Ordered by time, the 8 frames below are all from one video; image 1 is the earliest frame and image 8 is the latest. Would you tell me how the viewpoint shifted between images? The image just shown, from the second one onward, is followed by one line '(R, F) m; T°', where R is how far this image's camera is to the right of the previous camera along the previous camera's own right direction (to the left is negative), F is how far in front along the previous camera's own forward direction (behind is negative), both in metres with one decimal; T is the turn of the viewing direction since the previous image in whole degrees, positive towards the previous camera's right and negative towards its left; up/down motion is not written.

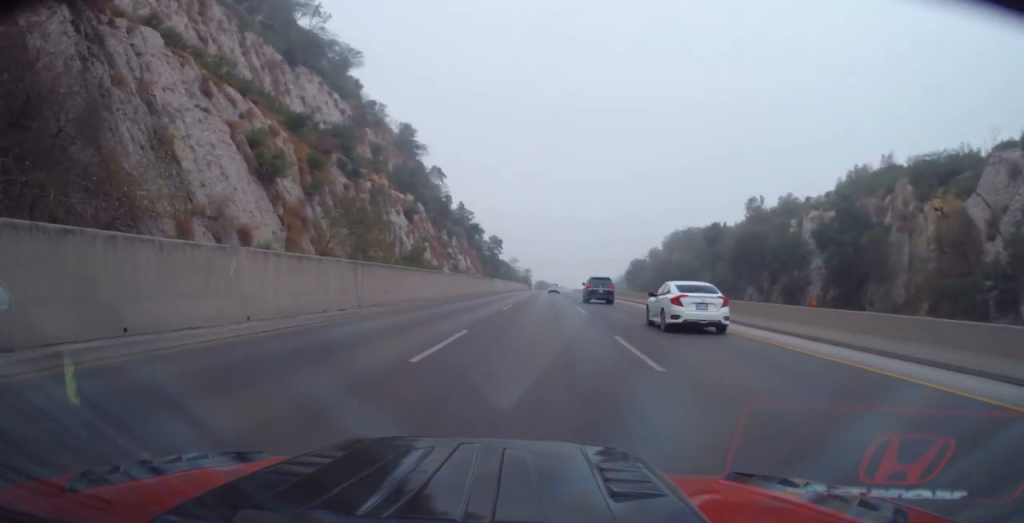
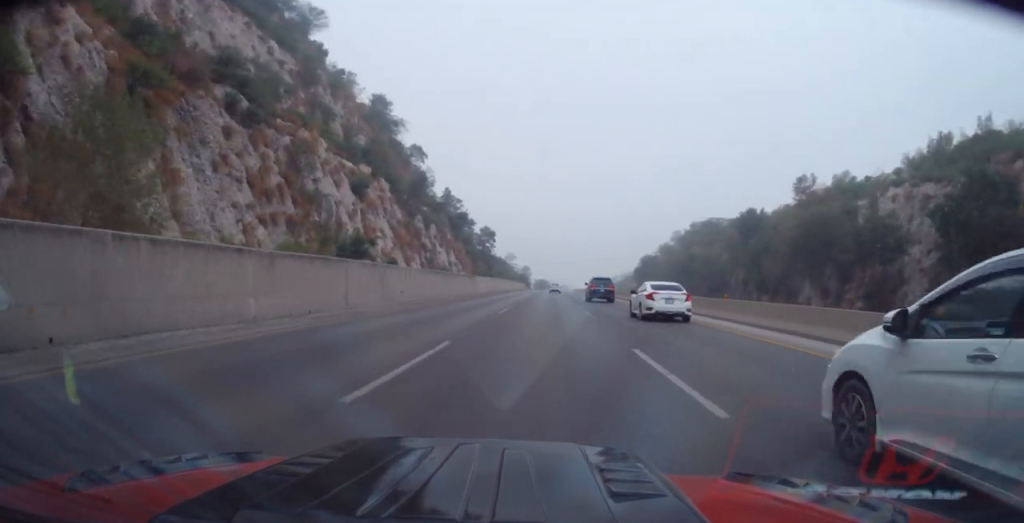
(0.0, +21.2) m; 0°
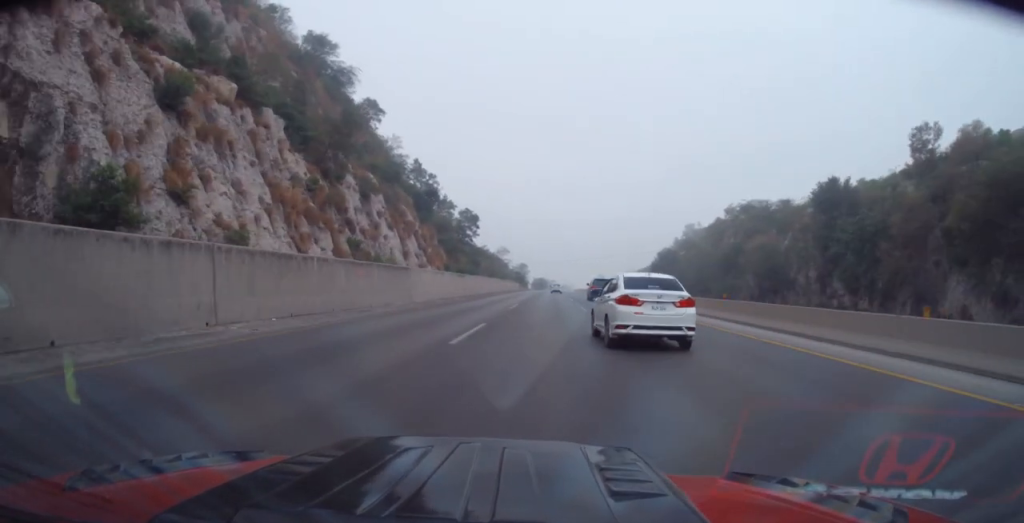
(0.0, +29.9) m; 0°
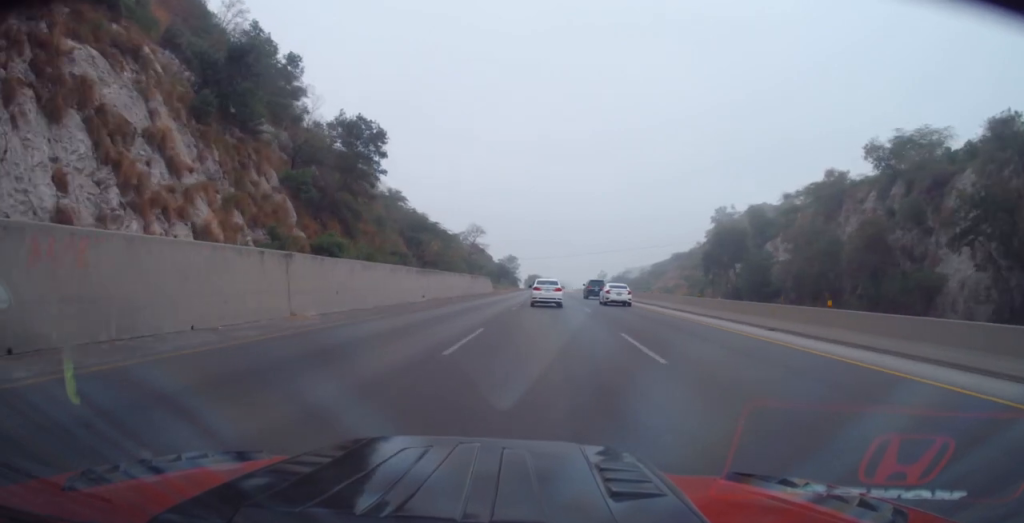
(-0.3, +55.9) m; 0°
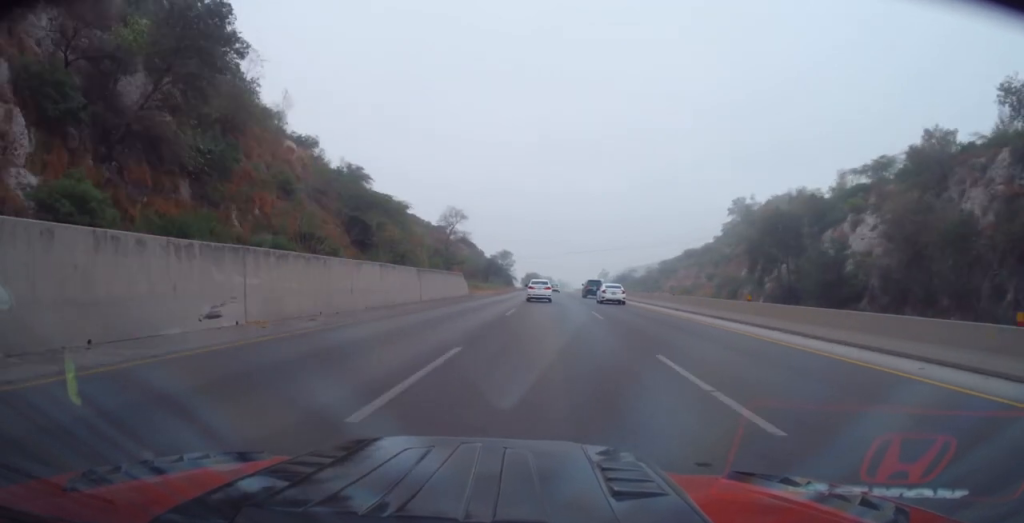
(0.0, +23.1) m; 0°
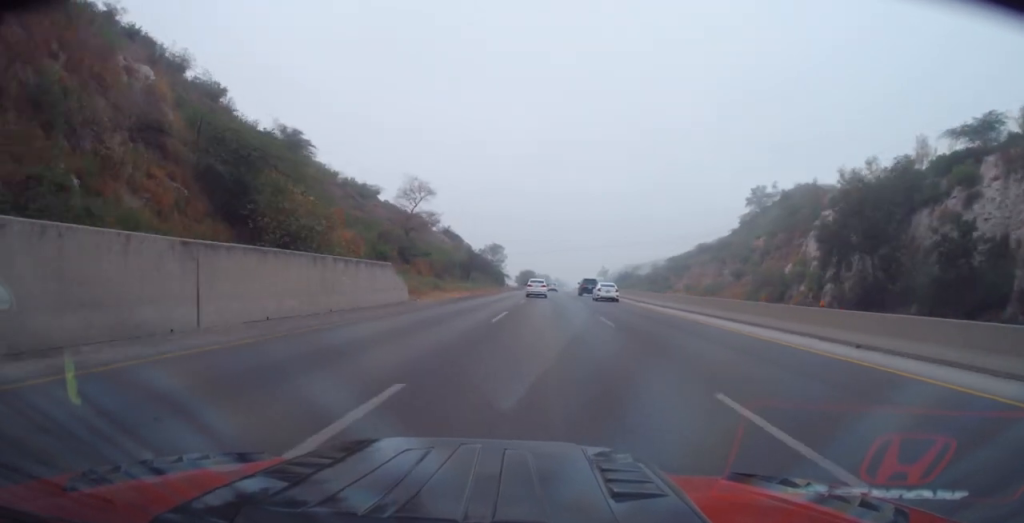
(-0.2, +22.2) m; +1°
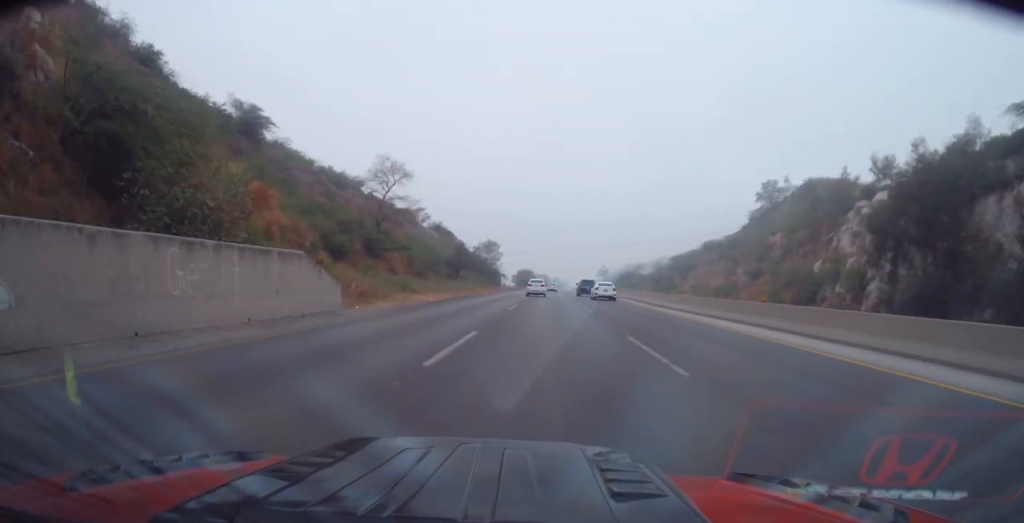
(0.0, +10.3) m; +1°
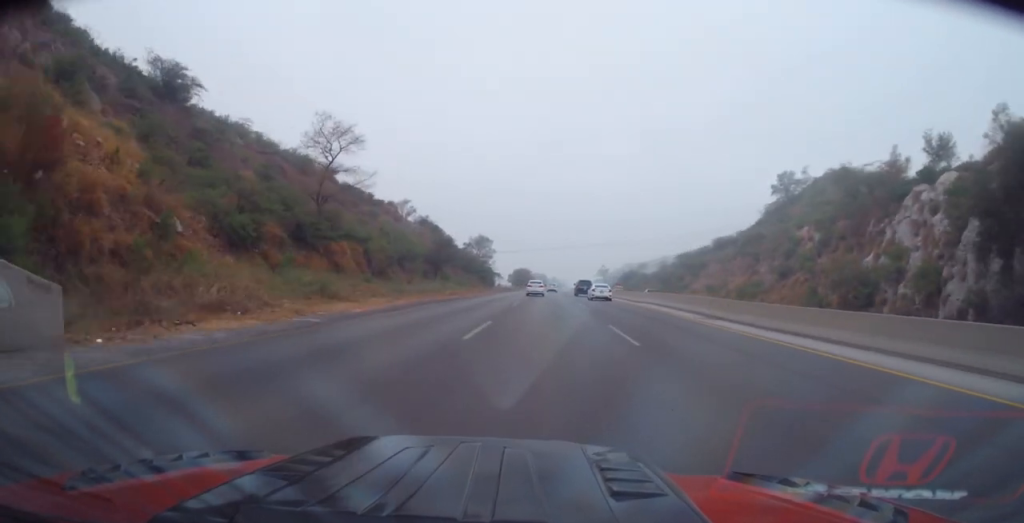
(+0.2, +13.4) m; 0°
